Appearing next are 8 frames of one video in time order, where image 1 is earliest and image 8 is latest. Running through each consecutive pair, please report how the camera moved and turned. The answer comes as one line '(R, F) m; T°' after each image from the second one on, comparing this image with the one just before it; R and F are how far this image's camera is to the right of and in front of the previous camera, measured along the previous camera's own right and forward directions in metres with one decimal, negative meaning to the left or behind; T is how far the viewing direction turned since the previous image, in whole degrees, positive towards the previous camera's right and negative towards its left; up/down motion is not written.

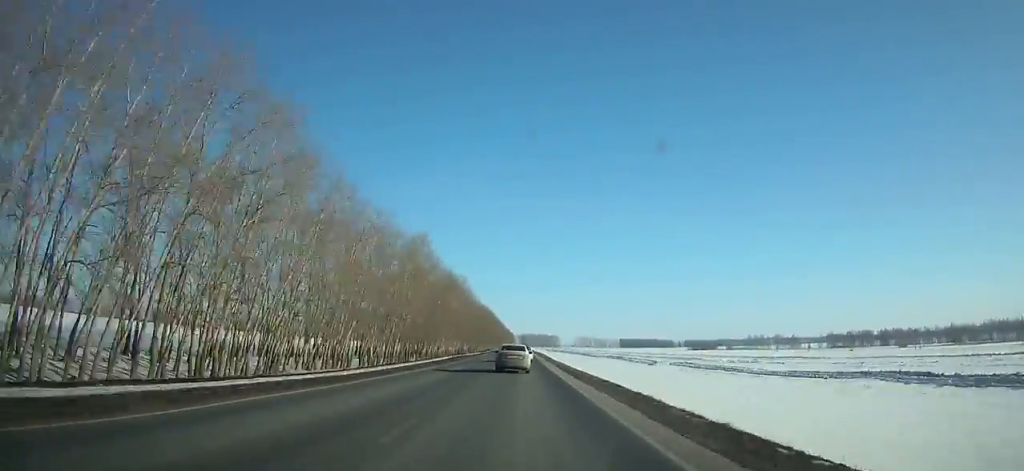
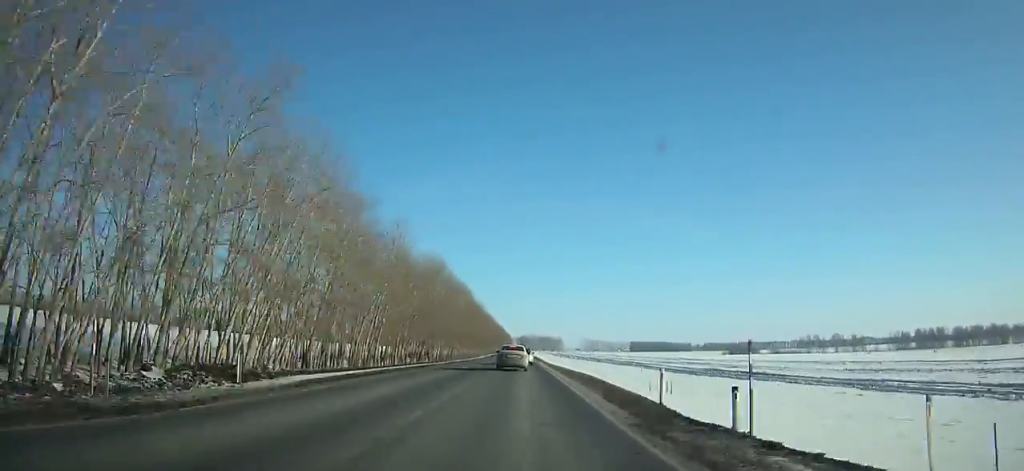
(0.0, +127.9) m; 0°
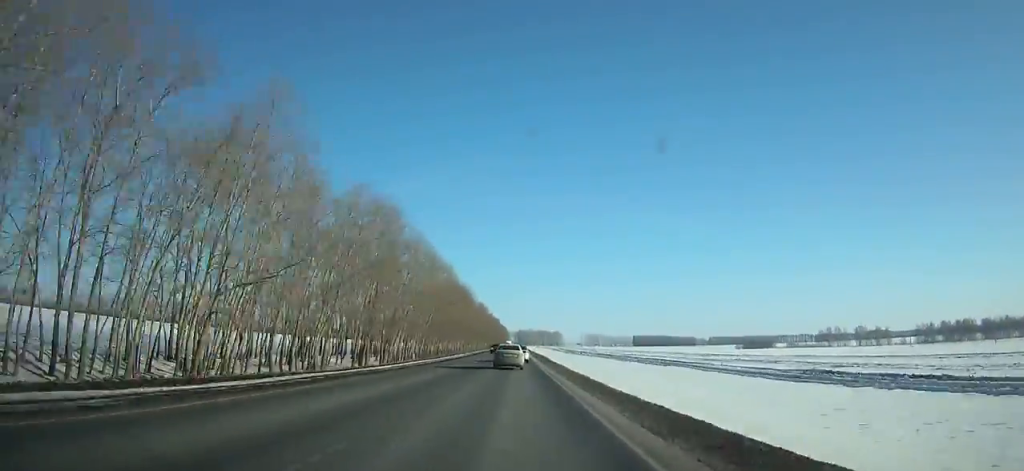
(0.0, +41.5) m; 0°
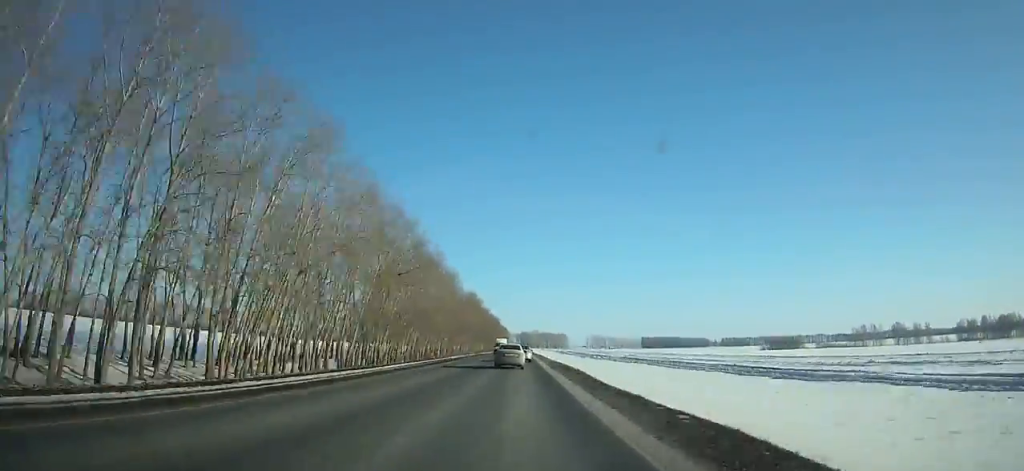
(0.0, +50.3) m; 0°
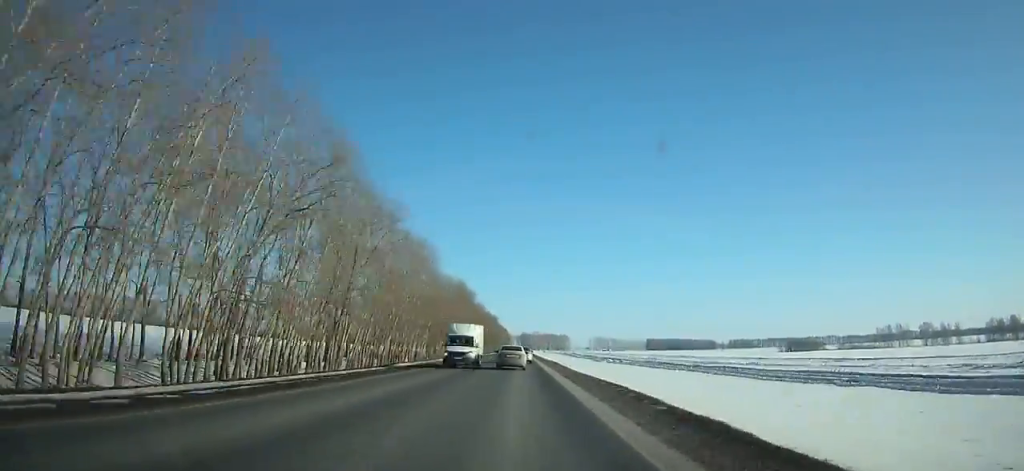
(0.0, +33.3) m; 0°
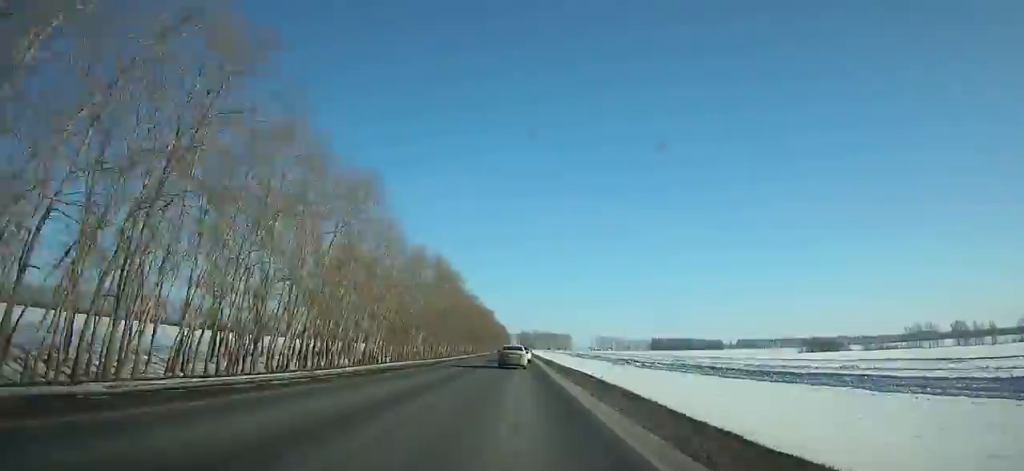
(0.0, +35.4) m; 0°
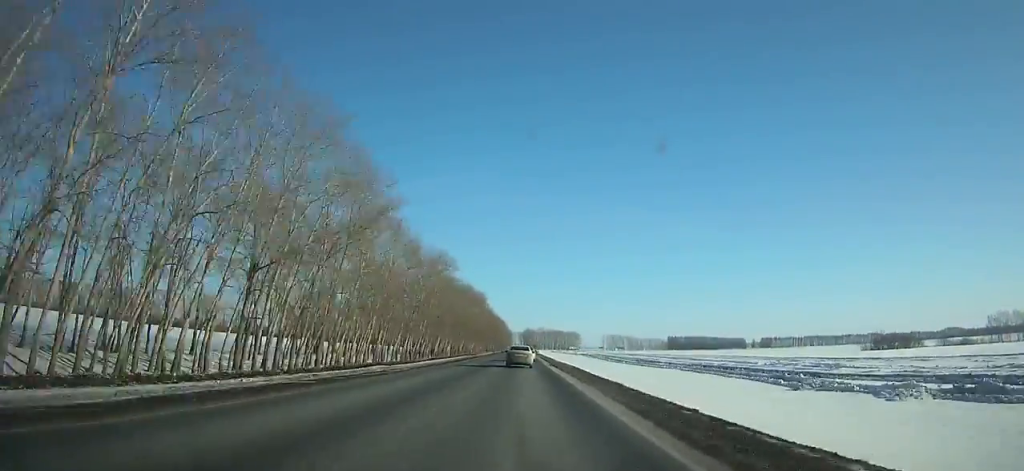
(0.0, +77.7) m; 0°
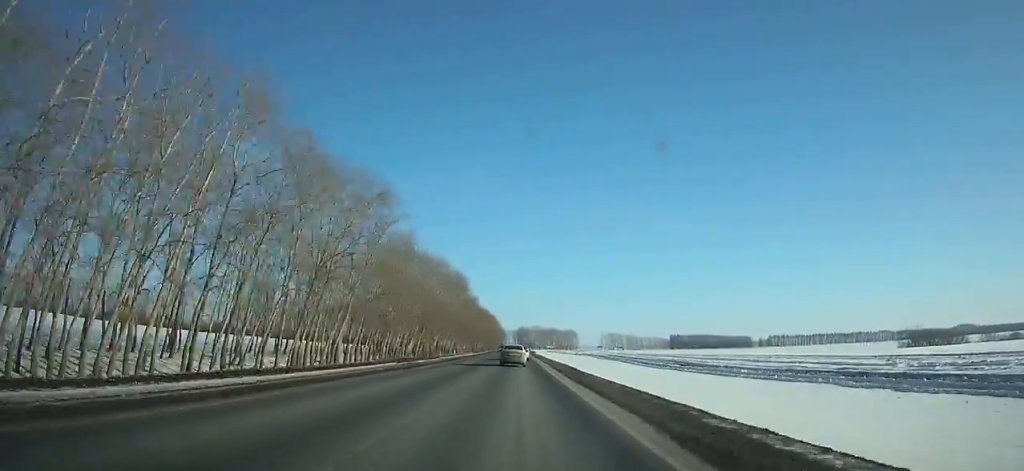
(+0.1, +42.1) m; 0°
